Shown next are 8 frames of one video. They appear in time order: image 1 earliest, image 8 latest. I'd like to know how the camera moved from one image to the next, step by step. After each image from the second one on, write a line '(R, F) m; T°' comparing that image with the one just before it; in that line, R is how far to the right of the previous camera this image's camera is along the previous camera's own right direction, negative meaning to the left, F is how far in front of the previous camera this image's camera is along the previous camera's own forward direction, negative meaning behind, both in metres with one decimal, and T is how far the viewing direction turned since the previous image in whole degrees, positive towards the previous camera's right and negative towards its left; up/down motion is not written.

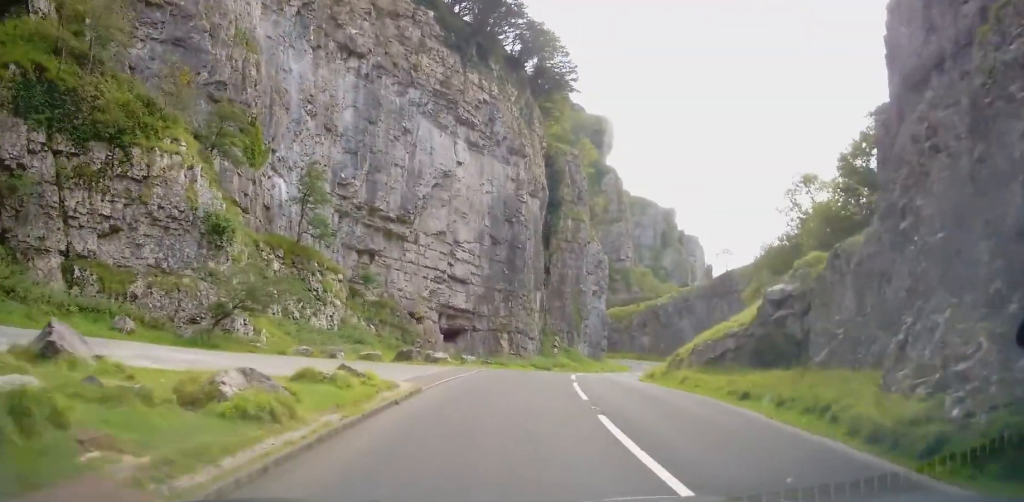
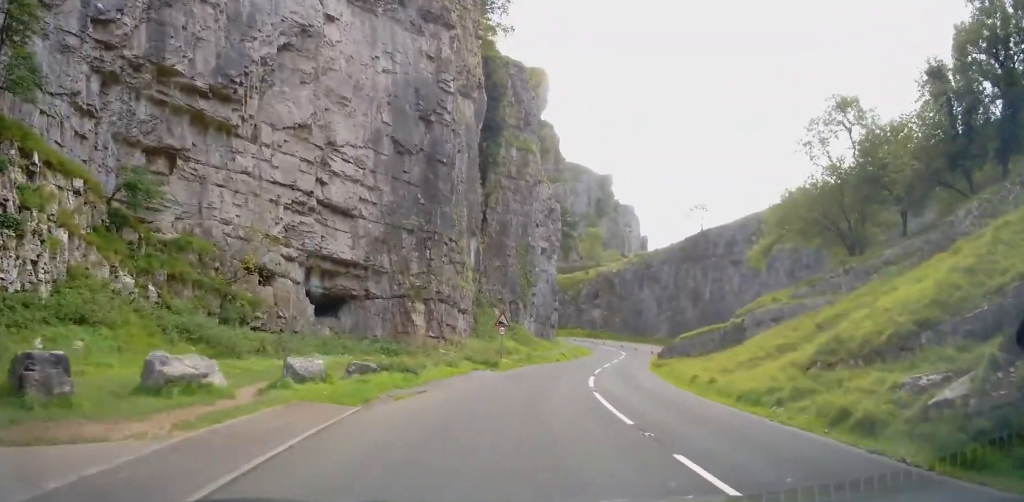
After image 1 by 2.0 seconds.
(+2.3, +20.8) m; +17°
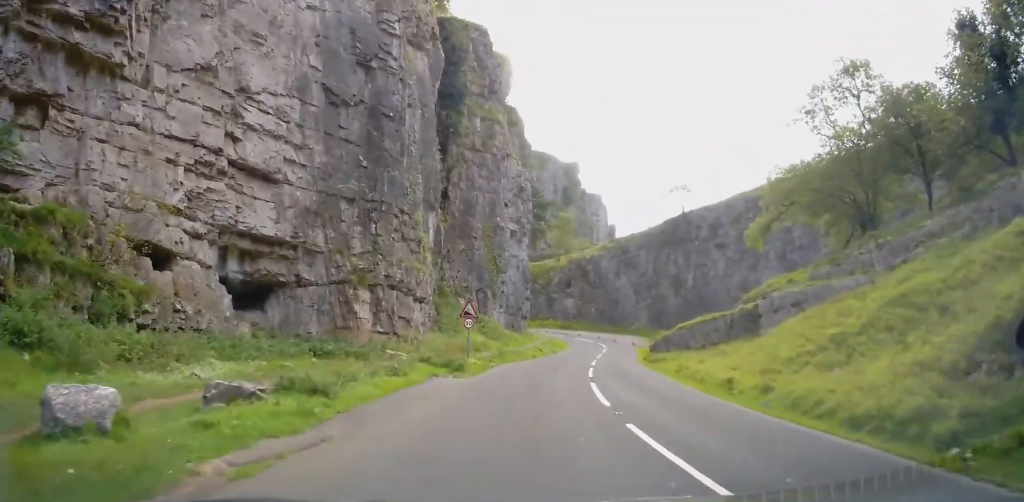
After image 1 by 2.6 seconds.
(+0.7, +6.3) m; +5°
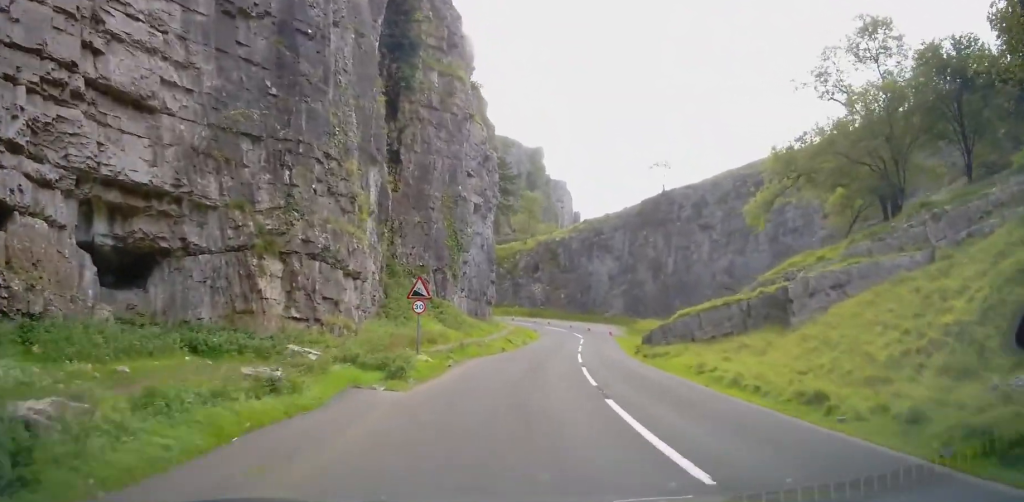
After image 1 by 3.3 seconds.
(-0.1, +6.9) m; +1°
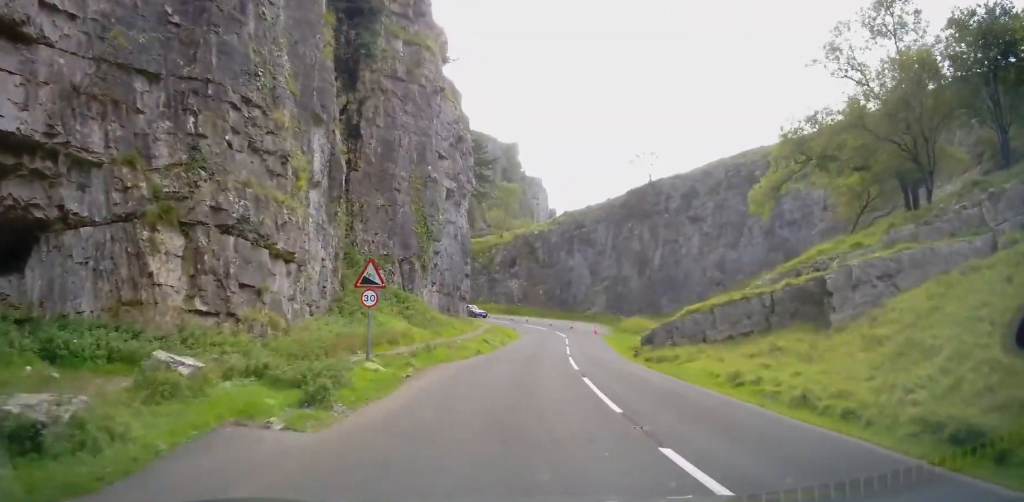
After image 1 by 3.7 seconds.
(-0.1, +4.7) m; +1°
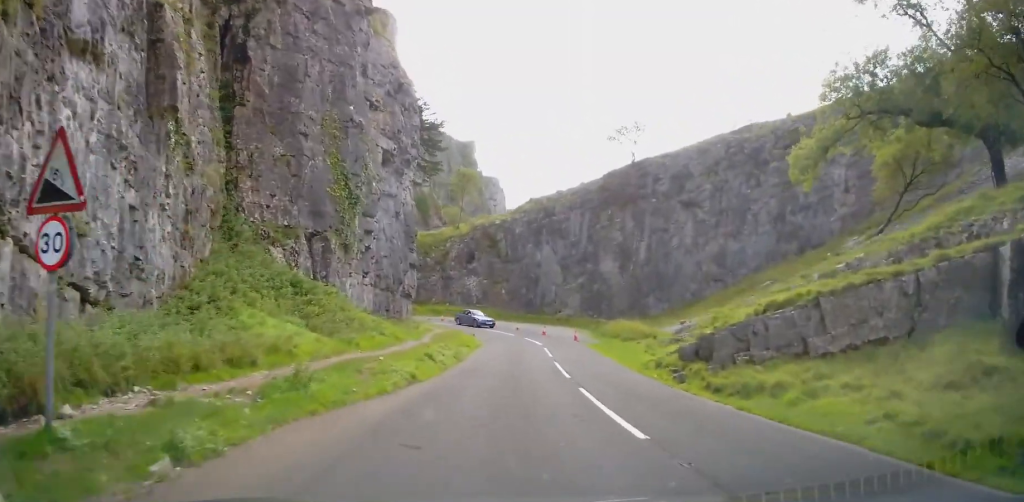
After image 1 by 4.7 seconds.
(+0.4, +10.3) m; +2°
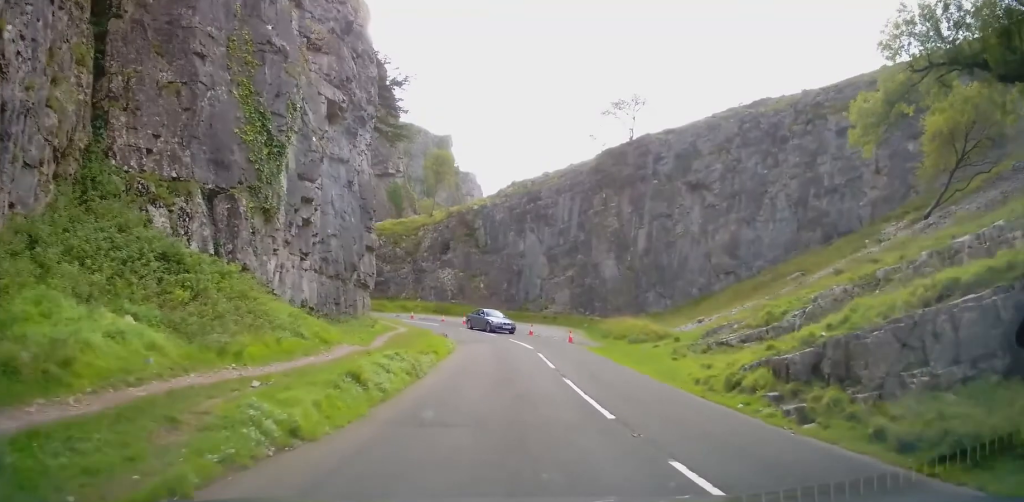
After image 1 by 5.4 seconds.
(0.0, +7.2) m; 0°
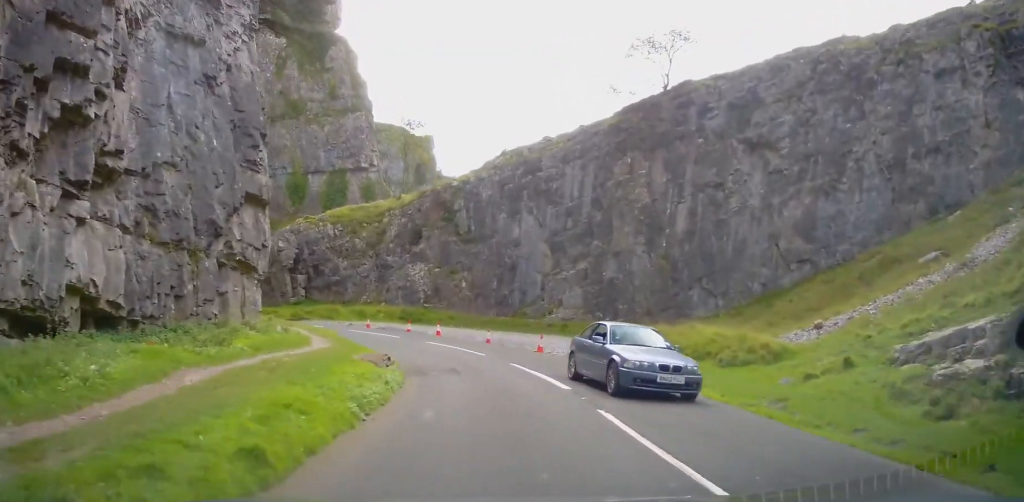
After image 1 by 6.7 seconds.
(0.0, +13.7) m; -5°
